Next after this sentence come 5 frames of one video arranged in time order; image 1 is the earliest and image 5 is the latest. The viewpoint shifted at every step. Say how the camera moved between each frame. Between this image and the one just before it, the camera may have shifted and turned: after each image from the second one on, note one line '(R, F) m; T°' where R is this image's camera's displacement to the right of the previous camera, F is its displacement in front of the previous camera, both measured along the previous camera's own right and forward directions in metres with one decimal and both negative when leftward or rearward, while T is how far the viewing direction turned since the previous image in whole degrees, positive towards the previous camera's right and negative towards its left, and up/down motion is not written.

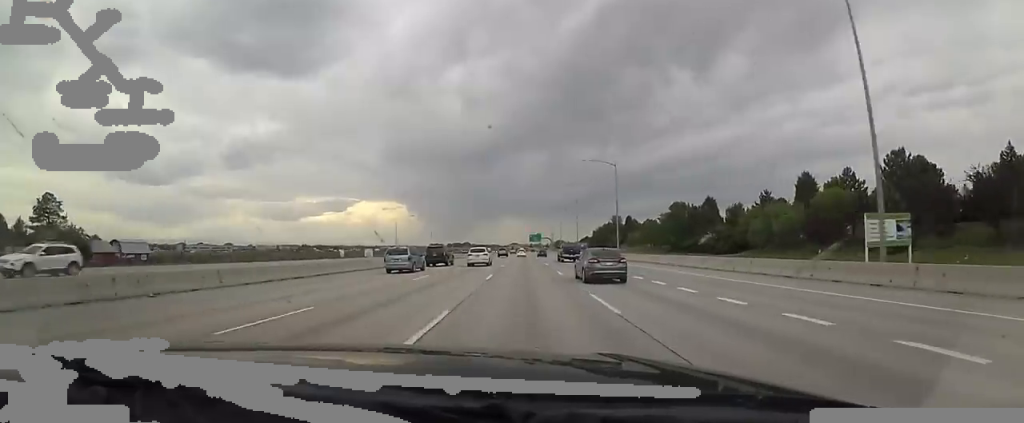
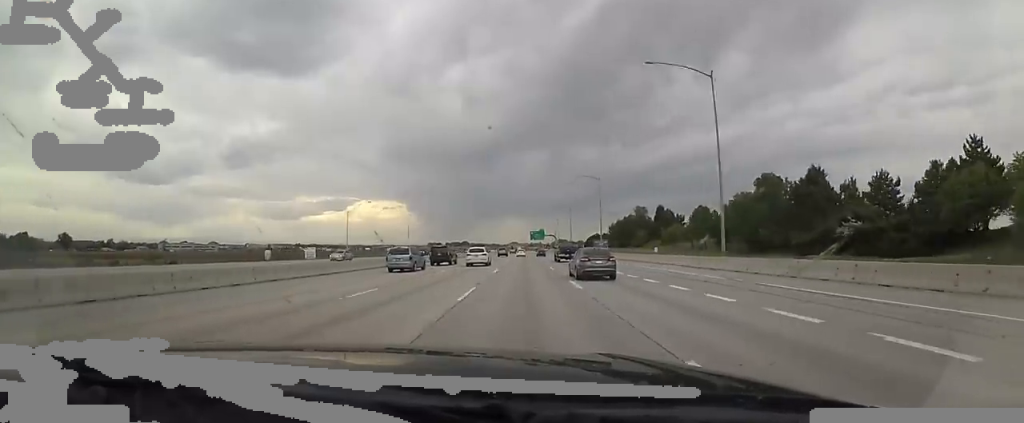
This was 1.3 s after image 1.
(0.0, +38.7) m; 0°
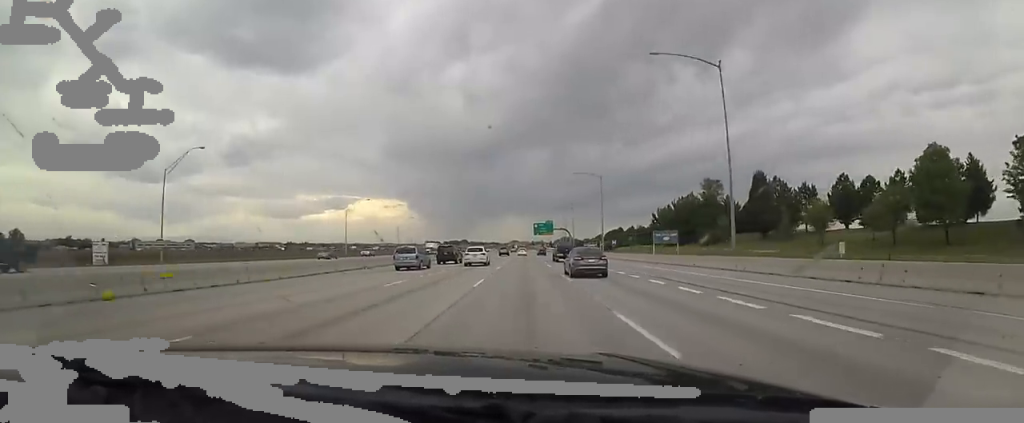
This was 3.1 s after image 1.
(0.0, +56.1) m; 0°
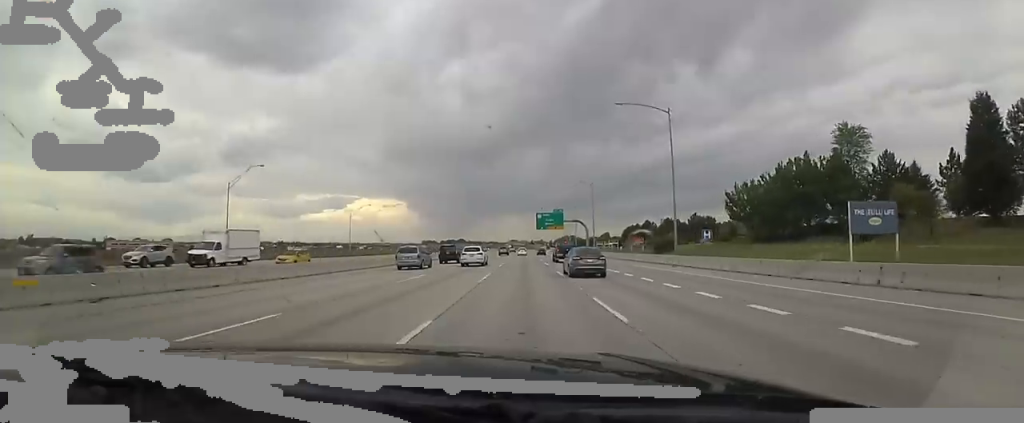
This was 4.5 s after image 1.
(0.0, +43.0) m; 0°
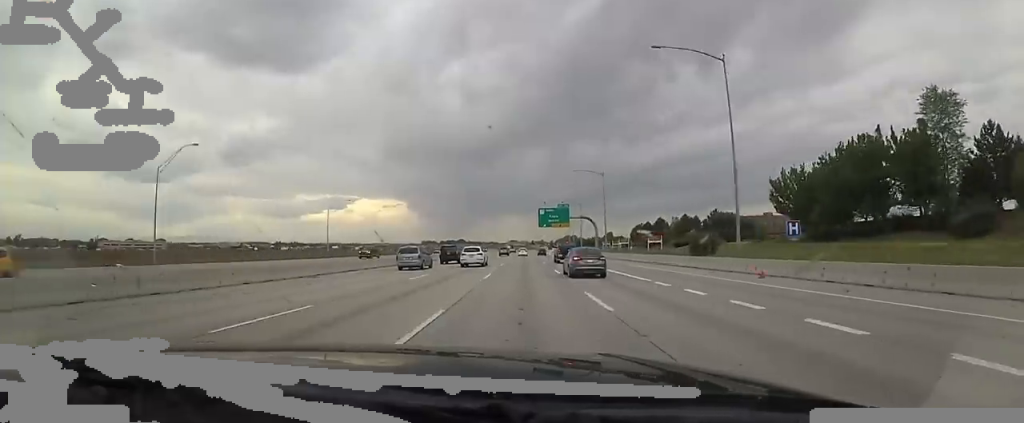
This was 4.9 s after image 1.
(0.0, +13.9) m; 0°
